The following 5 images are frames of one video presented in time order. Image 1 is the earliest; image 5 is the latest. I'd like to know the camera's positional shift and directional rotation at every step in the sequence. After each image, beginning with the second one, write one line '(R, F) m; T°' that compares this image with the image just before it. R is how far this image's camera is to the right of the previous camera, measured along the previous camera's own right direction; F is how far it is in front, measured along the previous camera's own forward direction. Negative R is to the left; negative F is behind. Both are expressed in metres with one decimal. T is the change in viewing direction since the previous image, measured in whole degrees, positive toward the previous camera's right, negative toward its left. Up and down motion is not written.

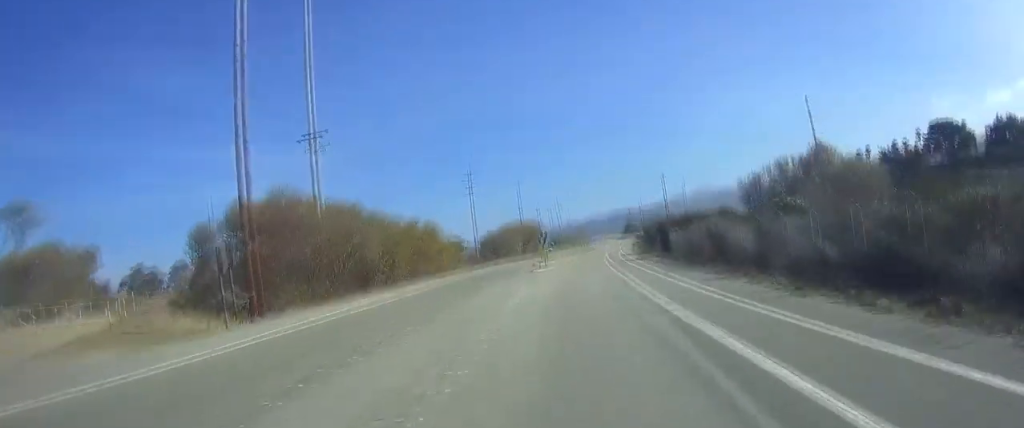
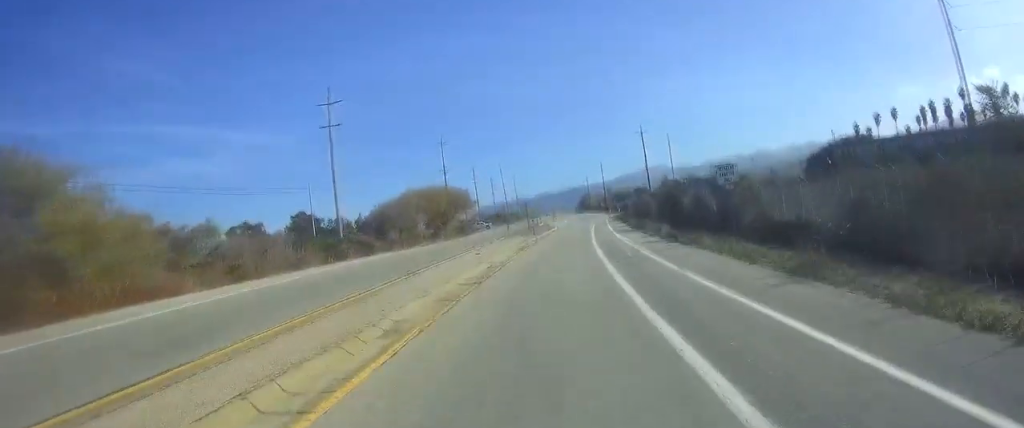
(+1.7, +57.6) m; +3°
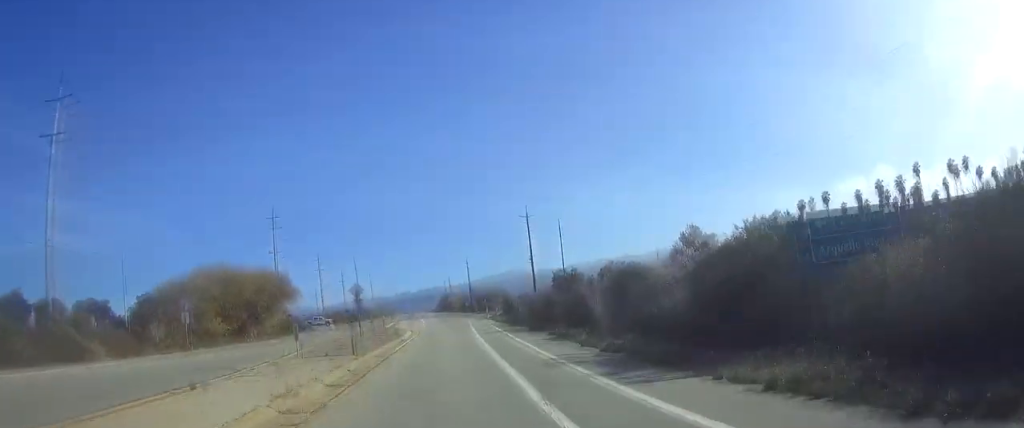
(+0.6, +33.2) m; +2°
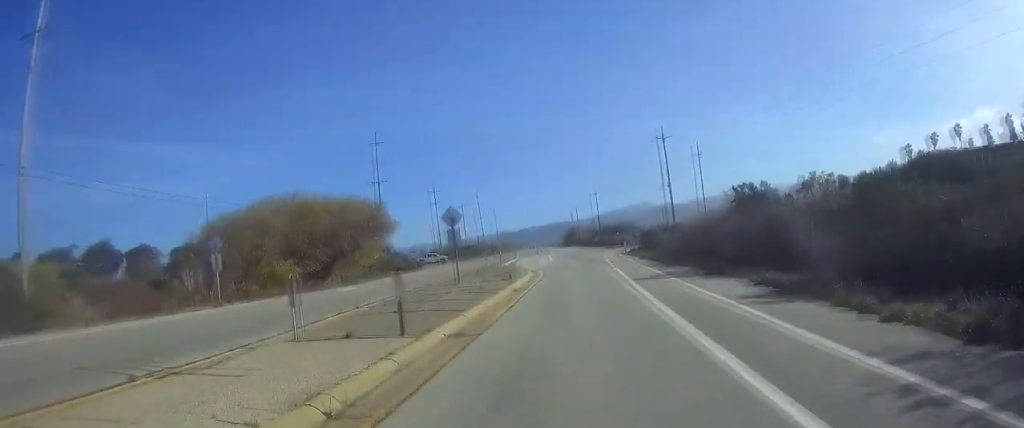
(+0.1, +13.2) m; 0°
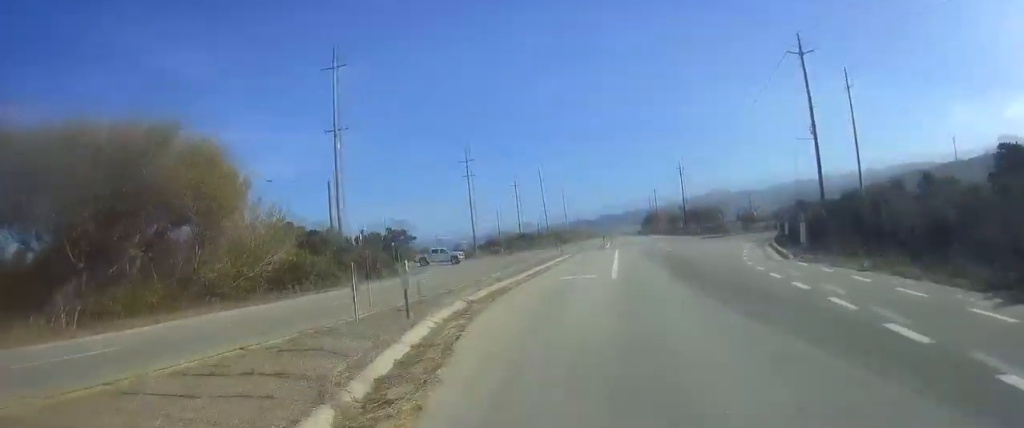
(-0.5, +42.5) m; -1°
